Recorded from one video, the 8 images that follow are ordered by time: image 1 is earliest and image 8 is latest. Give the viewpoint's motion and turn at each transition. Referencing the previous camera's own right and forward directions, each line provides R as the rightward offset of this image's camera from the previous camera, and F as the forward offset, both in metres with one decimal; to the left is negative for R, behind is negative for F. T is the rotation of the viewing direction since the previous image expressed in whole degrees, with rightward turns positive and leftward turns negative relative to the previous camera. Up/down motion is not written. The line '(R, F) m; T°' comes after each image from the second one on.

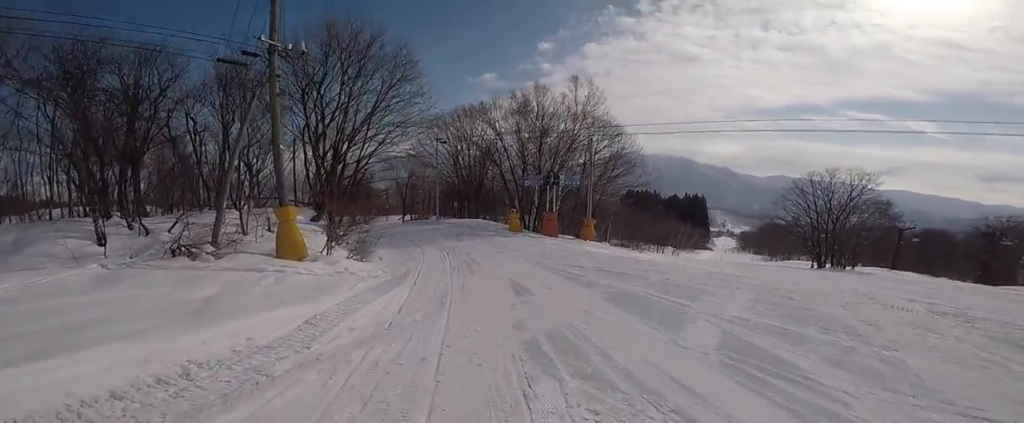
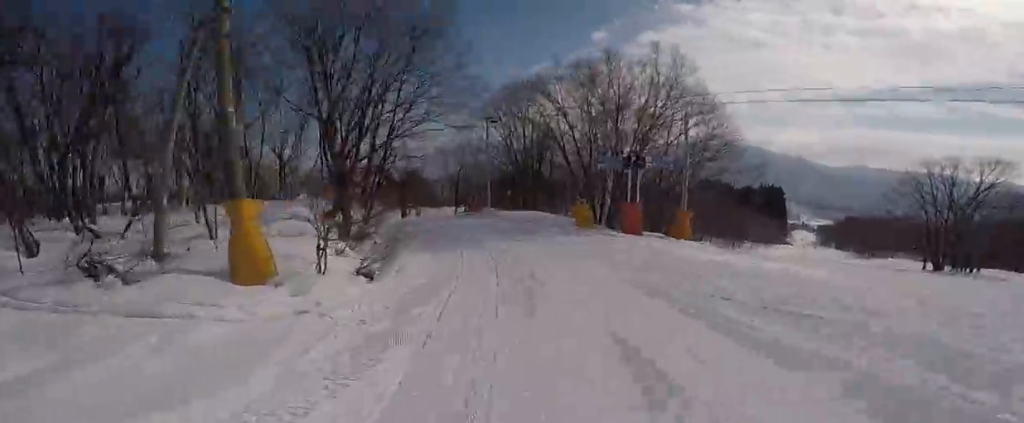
(0.0, +4.9) m; 0°
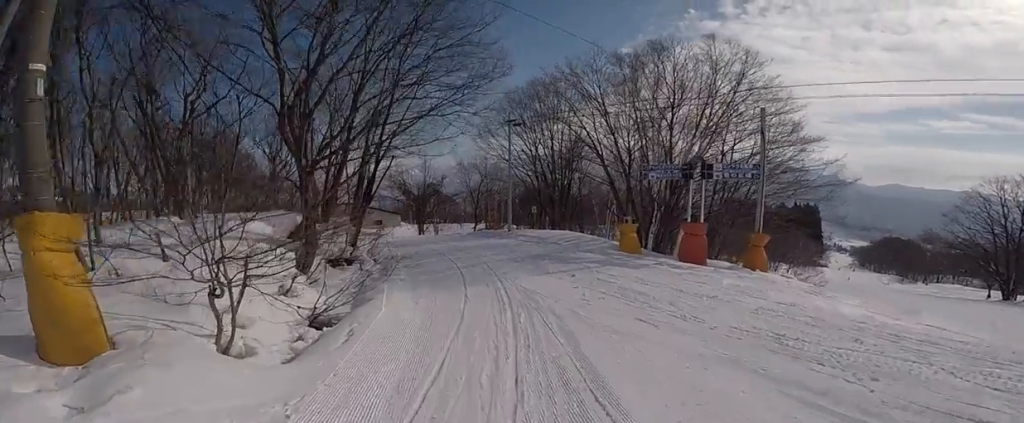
(0.0, +4.1) m; 0°
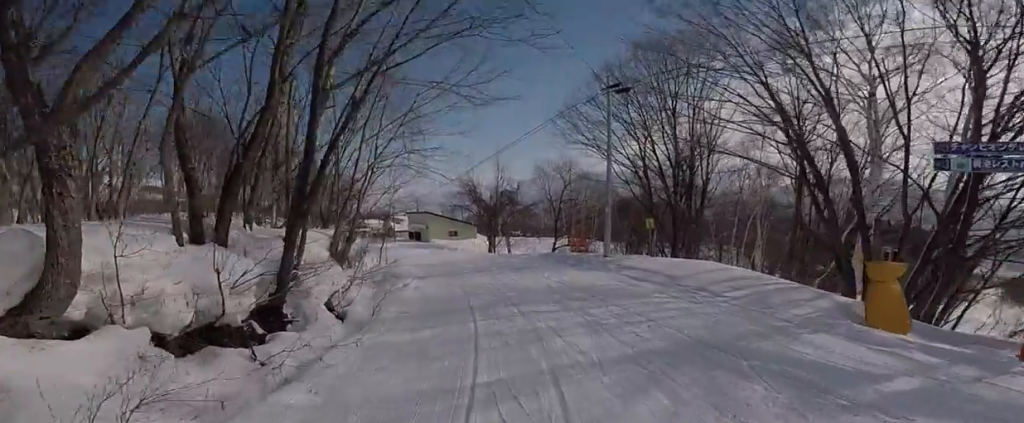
(-0.1, +8.0) m; -7°
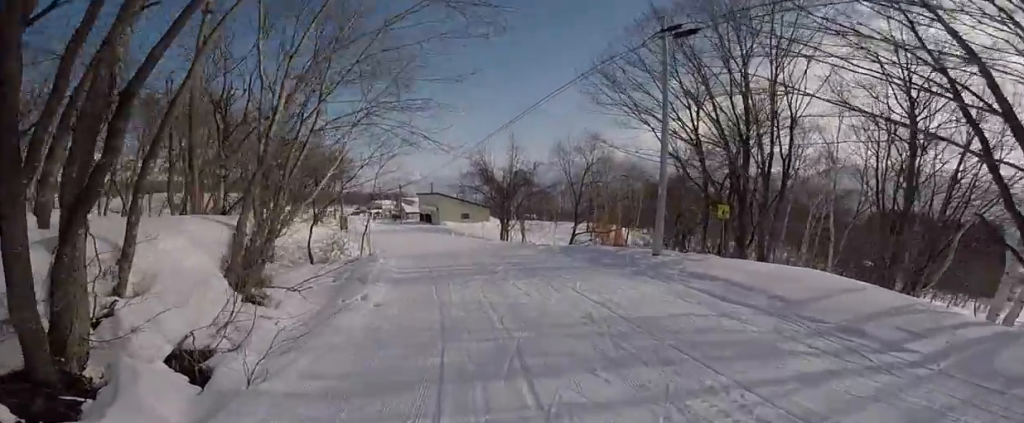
(-0.1, +4.0) m; -7°
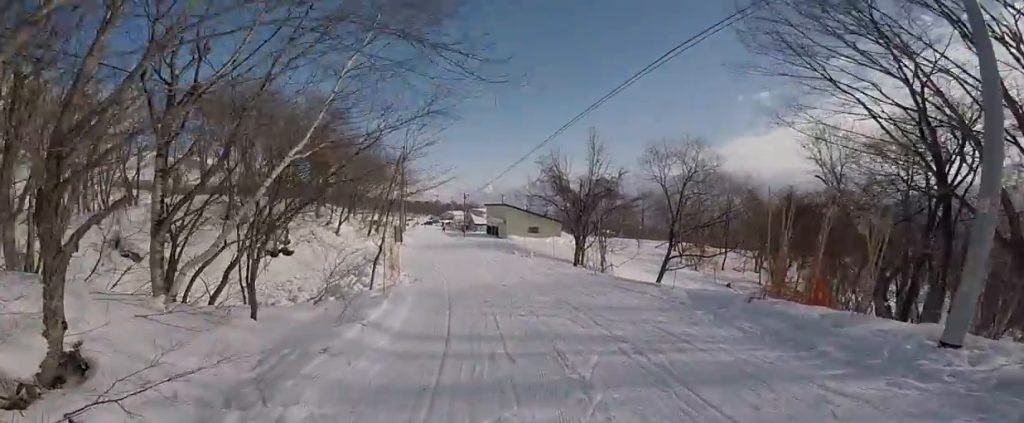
(-0.6, +6.0) m; -6°
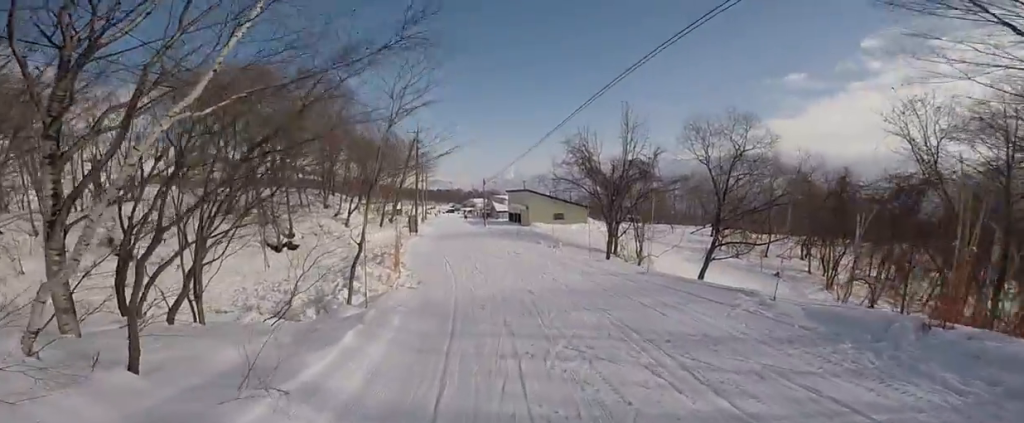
(+0.3, +2.9) m; -3°
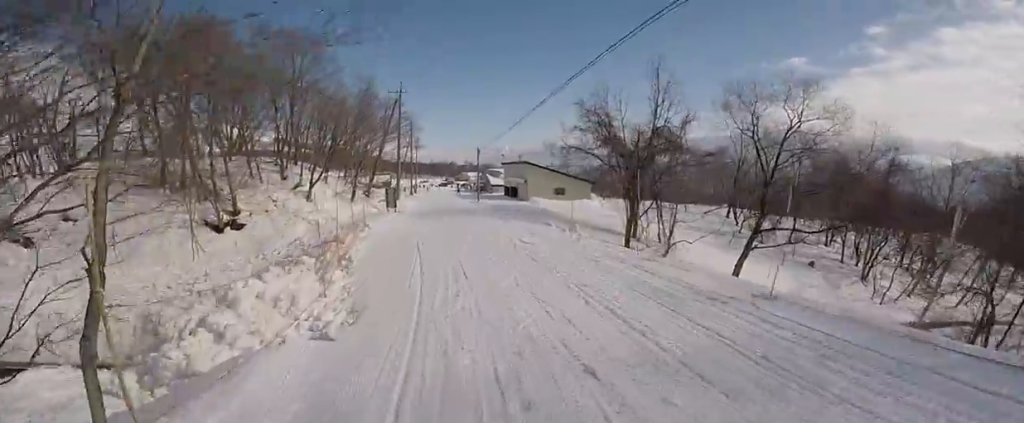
(-0.7, +5.2) m; -9°
